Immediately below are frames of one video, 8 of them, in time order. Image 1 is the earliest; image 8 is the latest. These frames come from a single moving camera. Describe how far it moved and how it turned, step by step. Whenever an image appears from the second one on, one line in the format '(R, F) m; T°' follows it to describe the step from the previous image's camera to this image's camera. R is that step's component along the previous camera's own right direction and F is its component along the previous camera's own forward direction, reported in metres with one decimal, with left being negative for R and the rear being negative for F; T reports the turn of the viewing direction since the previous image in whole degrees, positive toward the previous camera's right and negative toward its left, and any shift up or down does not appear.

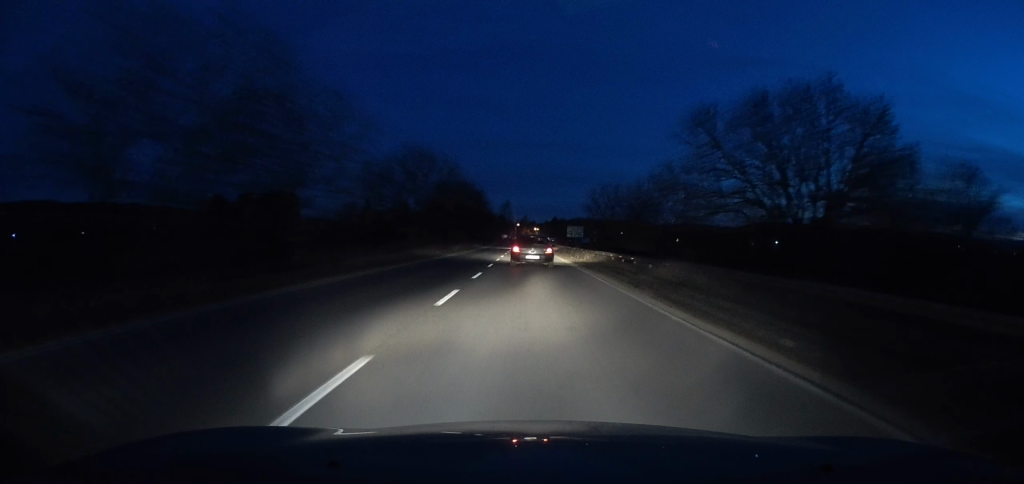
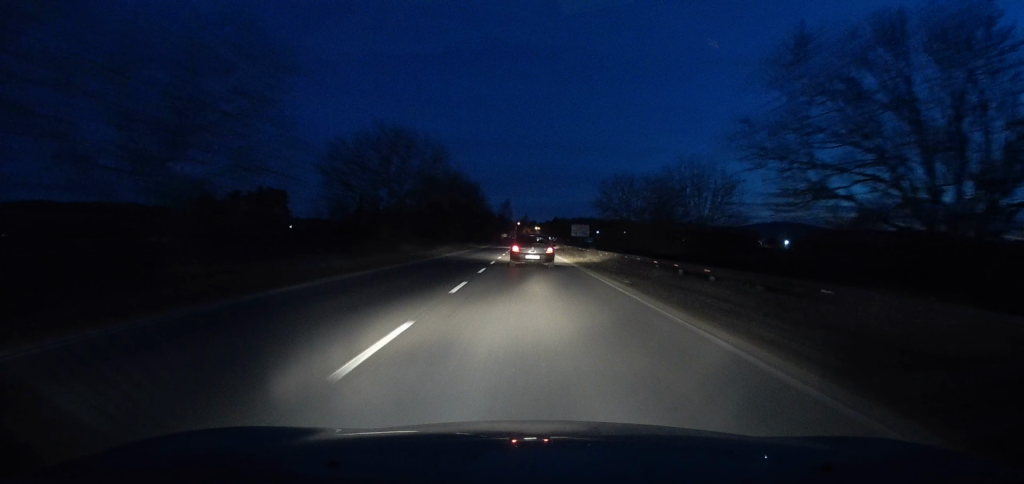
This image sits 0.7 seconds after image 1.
(0.0, +12.9) m; 0°
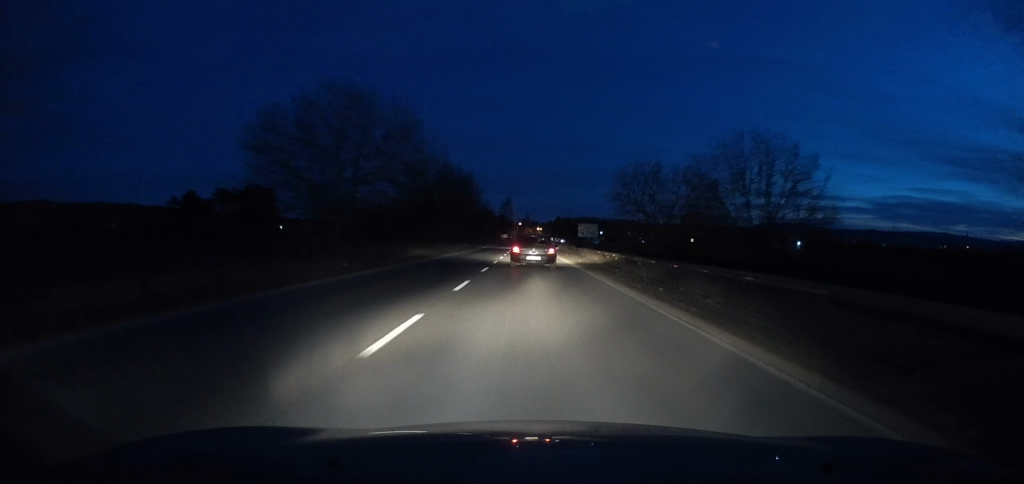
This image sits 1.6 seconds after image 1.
(0.0, +14.6) m; 0°
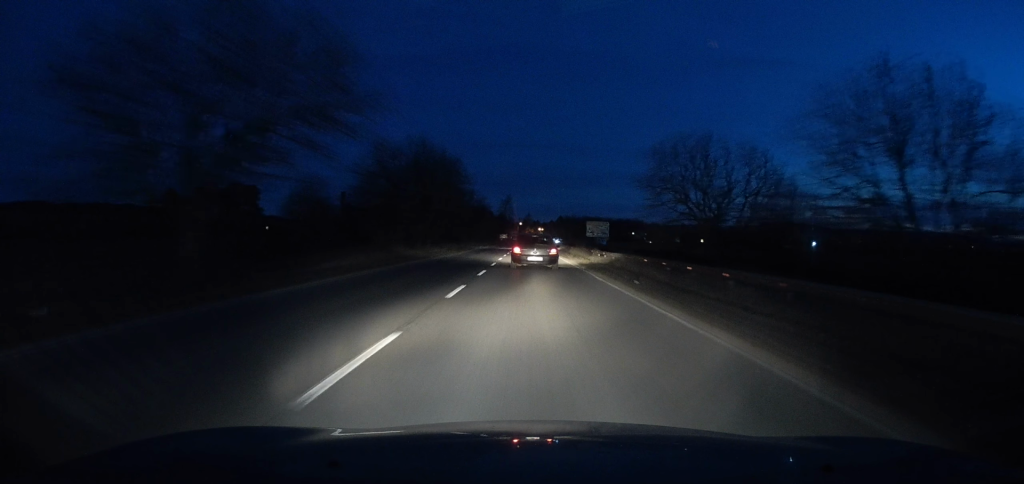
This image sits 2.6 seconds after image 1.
(0.0, +17.4) m; 0°
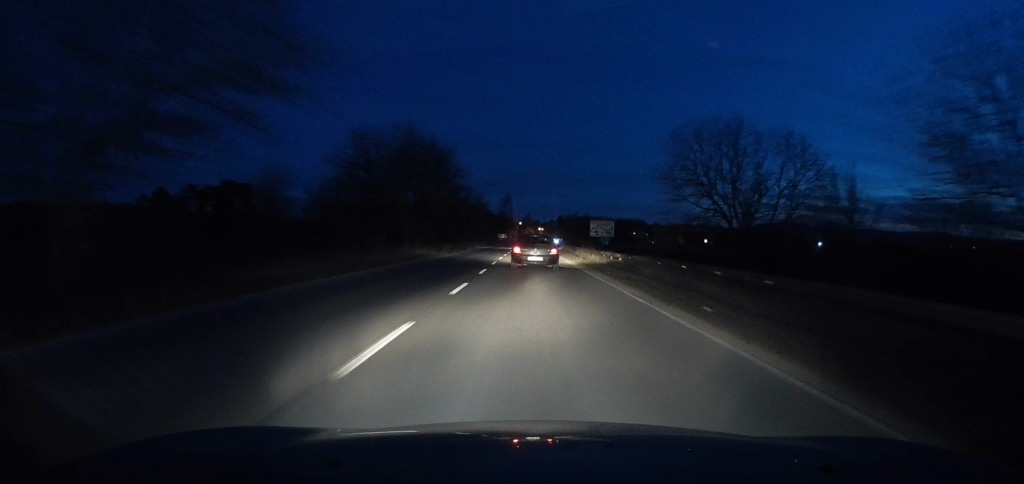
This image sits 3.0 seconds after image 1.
(-0.1, +6.9) m; 0°
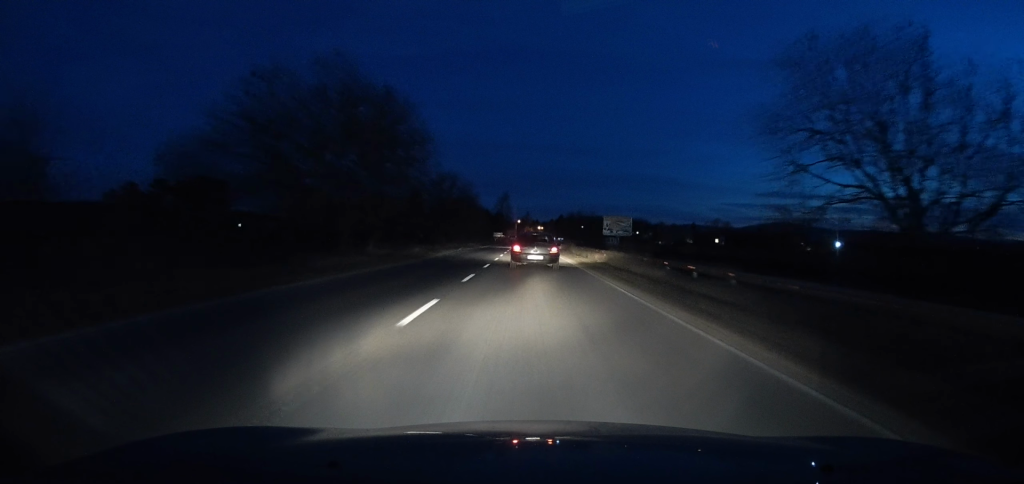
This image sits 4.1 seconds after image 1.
(+0.2, +20.1) m; 0°
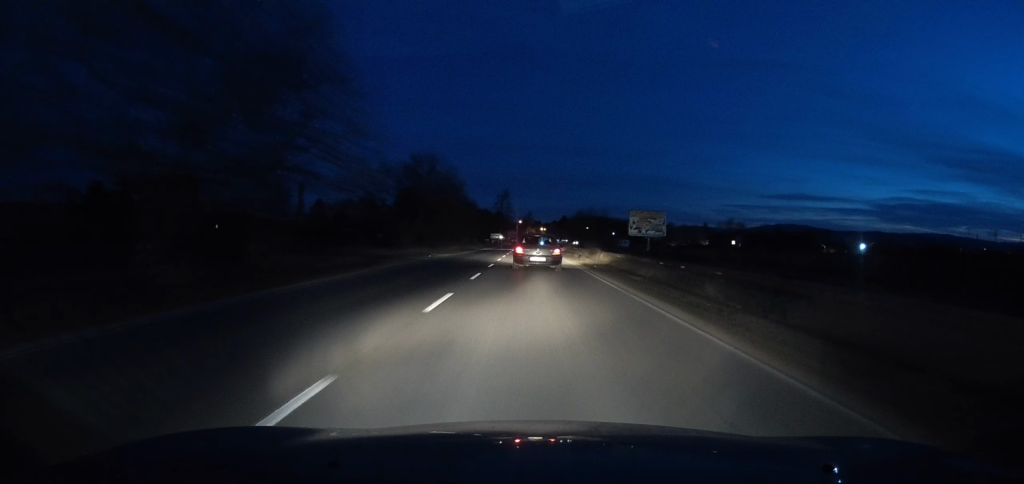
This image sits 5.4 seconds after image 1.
(-0.1, +21.6) m; -1°
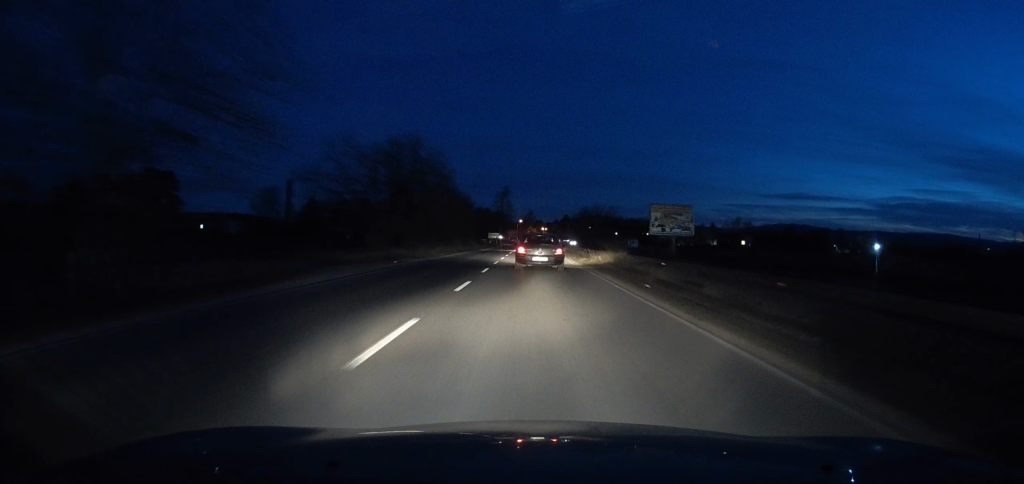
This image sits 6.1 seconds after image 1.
(-0.2, +11.9) m; 0°
